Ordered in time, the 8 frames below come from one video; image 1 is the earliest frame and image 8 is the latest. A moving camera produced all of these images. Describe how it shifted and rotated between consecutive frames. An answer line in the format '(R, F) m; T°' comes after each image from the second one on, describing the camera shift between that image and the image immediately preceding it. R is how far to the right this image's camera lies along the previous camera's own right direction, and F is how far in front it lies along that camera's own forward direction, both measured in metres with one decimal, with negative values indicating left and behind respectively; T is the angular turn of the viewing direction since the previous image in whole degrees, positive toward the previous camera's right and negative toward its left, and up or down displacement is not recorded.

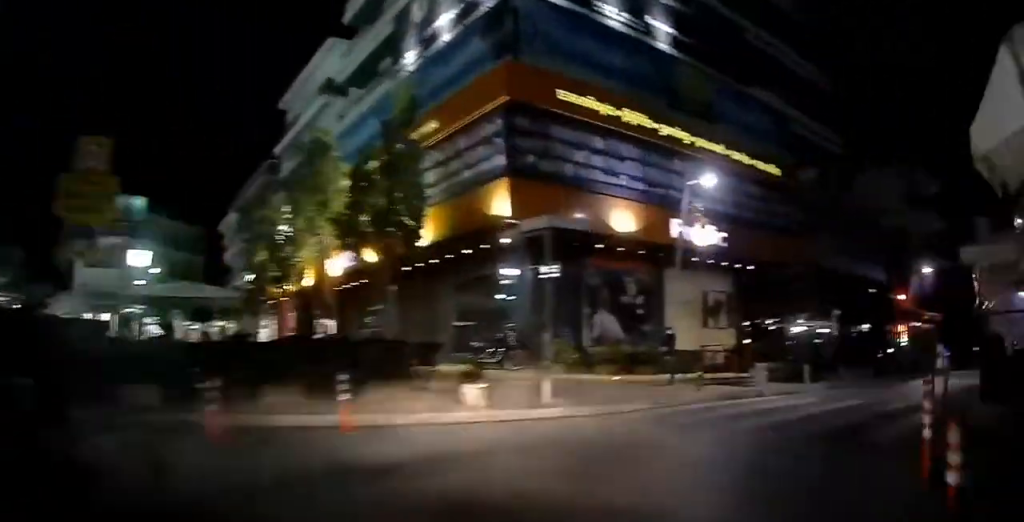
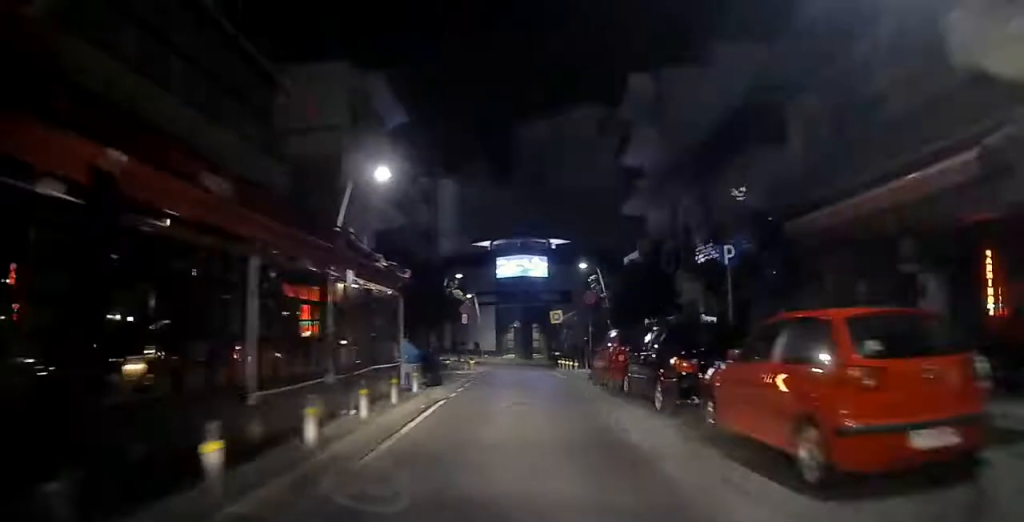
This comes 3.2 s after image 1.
(+10.3, +19.8) m; +9°
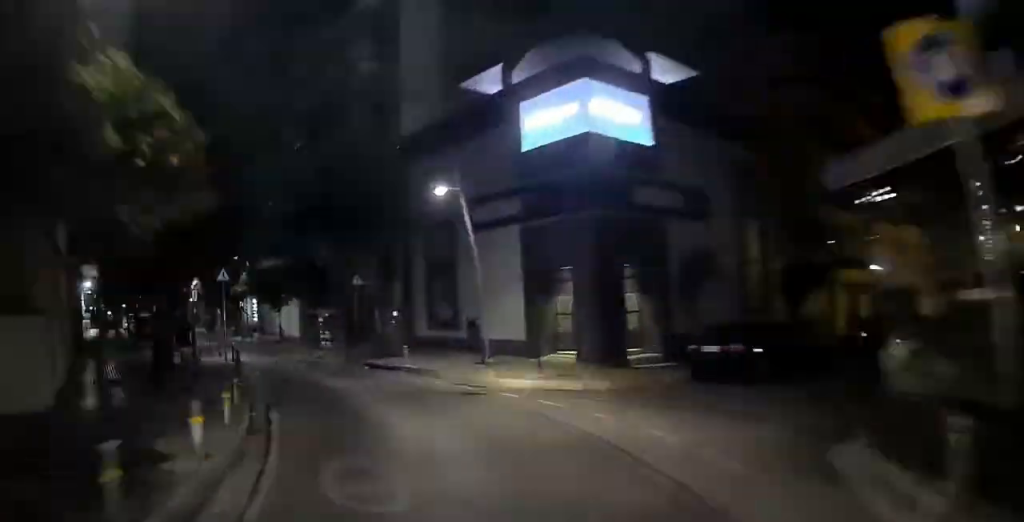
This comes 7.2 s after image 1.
(-2.4, +30.5) m; -11°
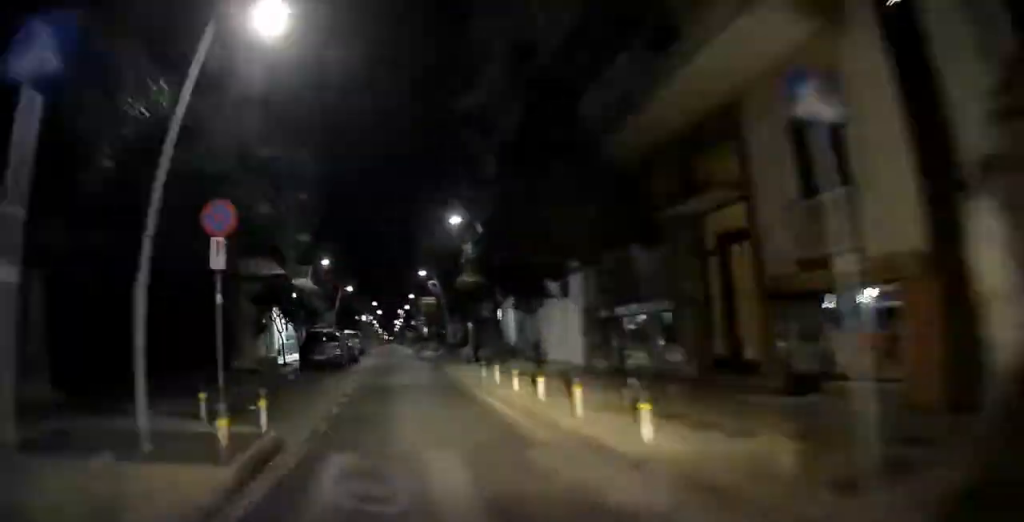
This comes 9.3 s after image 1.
(-0.4, +17.5) m; -9°
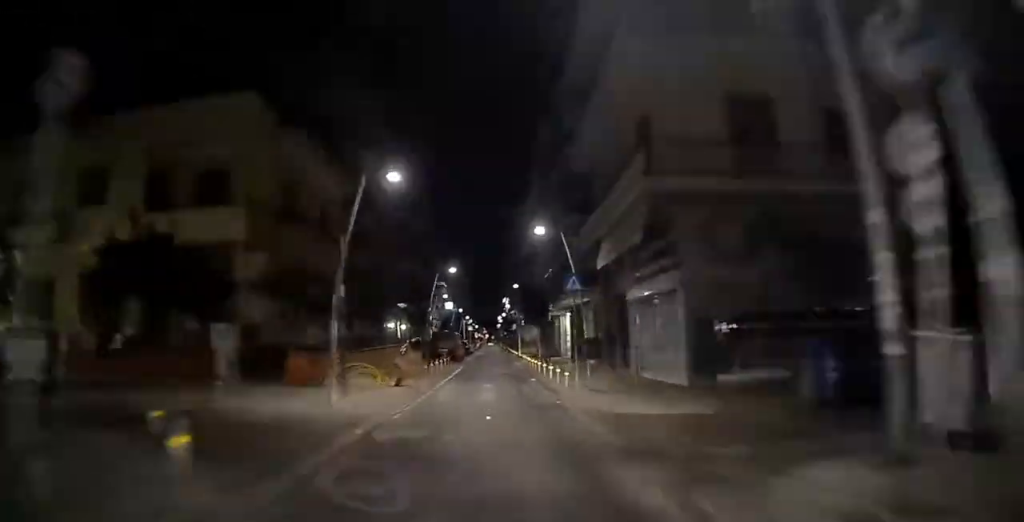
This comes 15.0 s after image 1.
(-6.7, +50.7) m; -5°
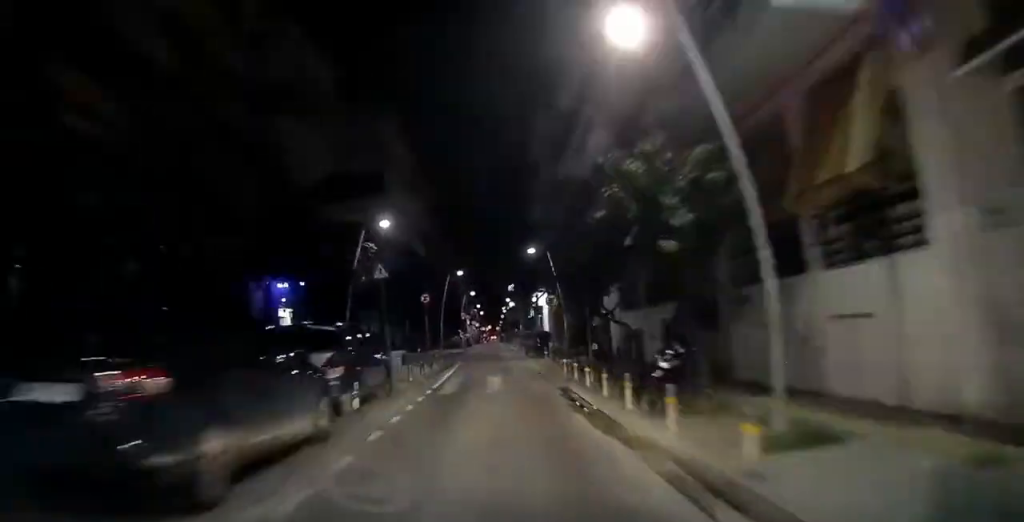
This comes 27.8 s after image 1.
(+5.0, +125.7) m; +2°
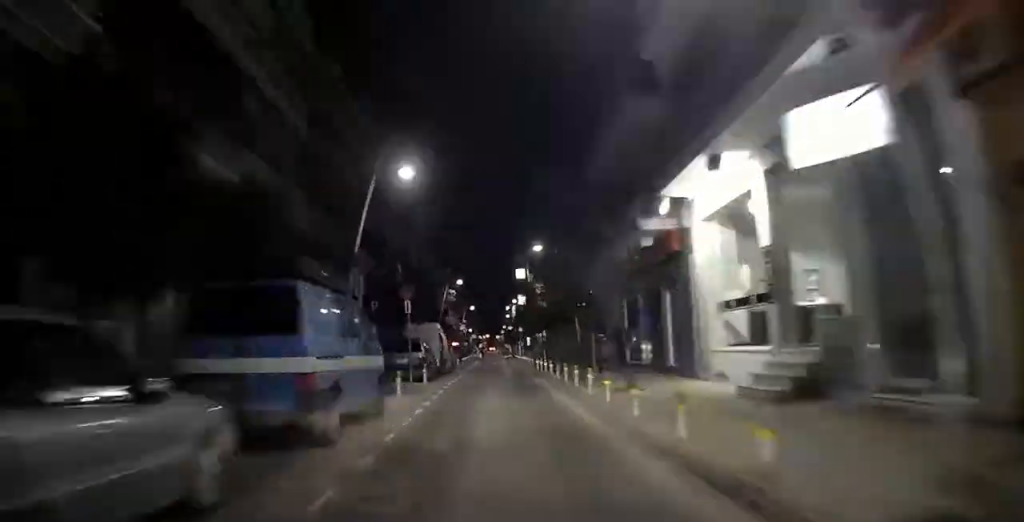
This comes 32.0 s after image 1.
(+0.2, +43.3) m; 0°
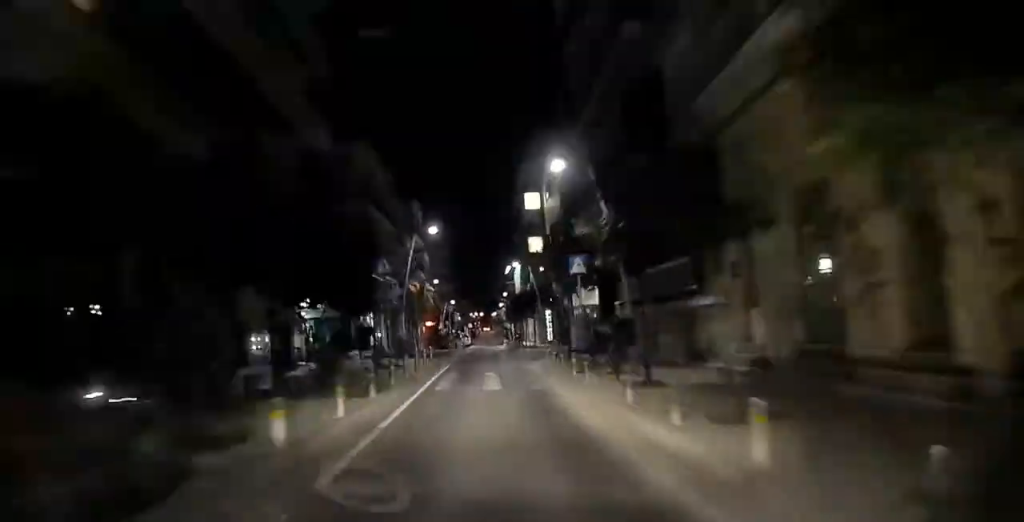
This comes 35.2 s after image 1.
(+0.1, +33.3) m; -1°
